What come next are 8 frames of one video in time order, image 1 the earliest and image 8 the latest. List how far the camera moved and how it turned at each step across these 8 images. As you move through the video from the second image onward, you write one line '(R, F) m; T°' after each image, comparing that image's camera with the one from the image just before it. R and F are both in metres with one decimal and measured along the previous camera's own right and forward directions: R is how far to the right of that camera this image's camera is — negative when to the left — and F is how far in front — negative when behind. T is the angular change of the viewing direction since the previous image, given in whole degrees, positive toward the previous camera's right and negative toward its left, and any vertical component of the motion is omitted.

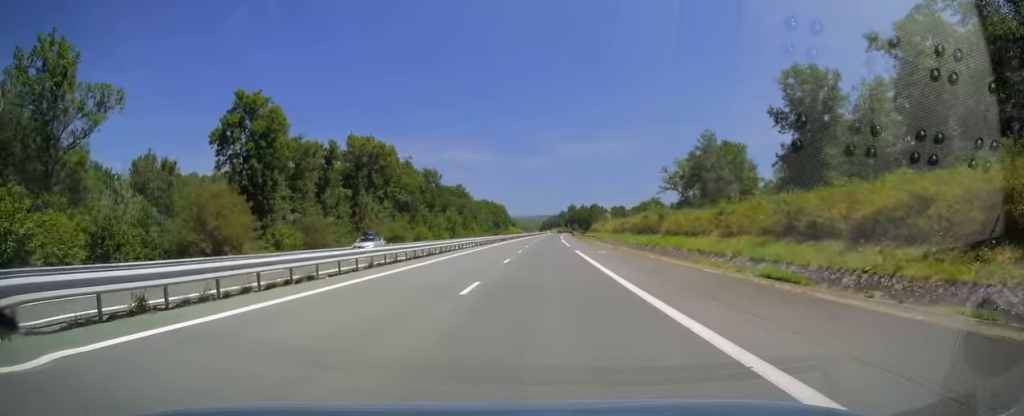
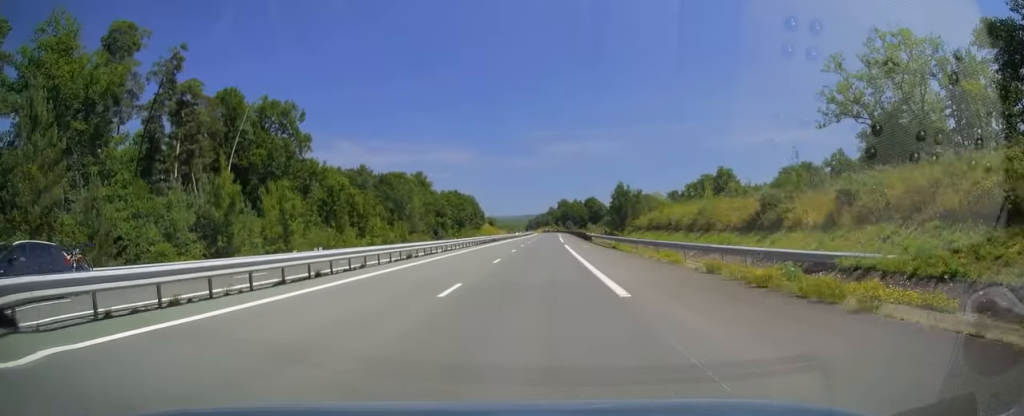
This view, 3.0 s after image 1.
(+1.5, +91.5) m; +1°
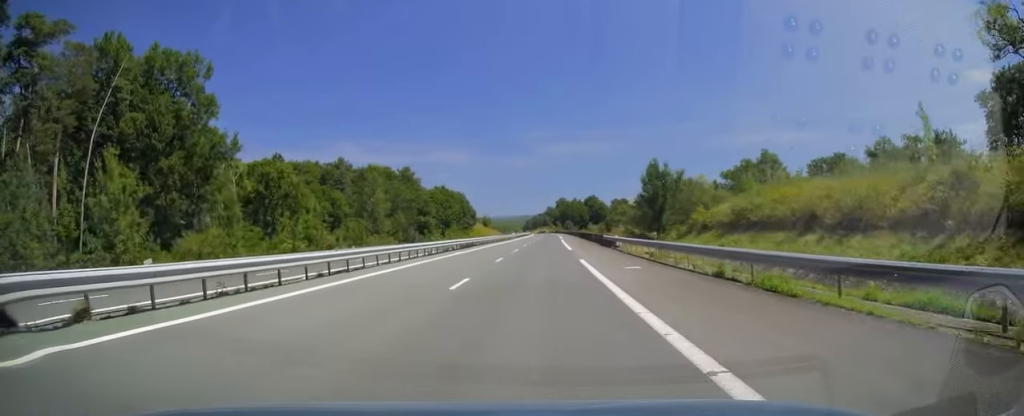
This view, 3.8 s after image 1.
(0.0, +24.2) m; 0°
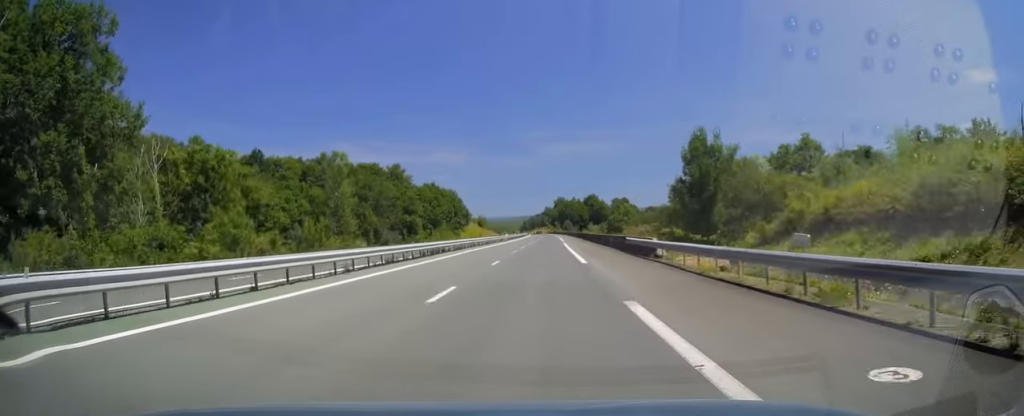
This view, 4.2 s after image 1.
(+0.1, +15.4) m; 0°
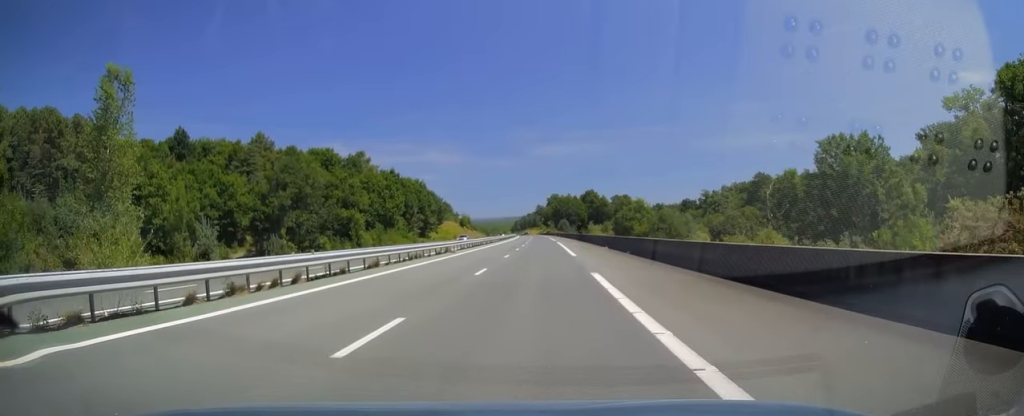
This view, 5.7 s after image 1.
(+0.3, +44.2) m; 0°
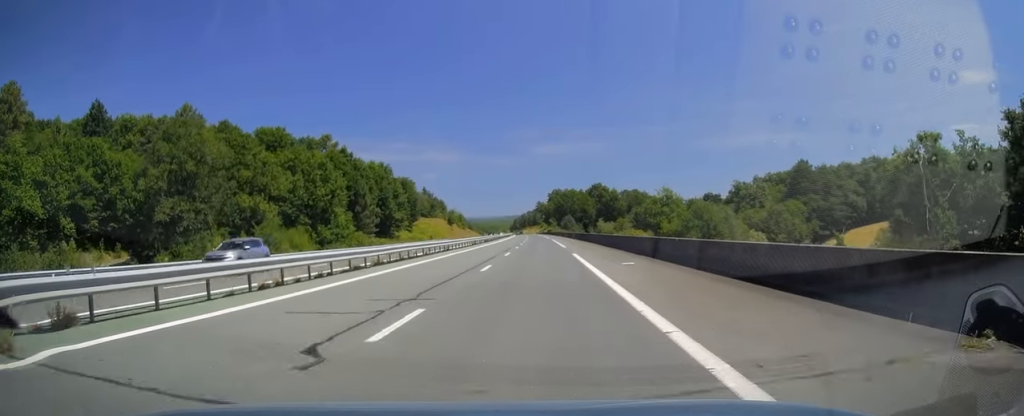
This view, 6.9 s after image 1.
(0.0, +38.2) m; 0°
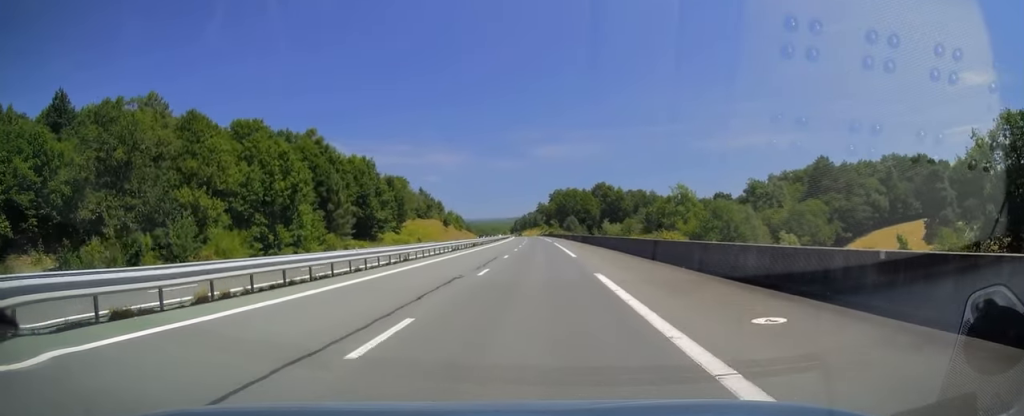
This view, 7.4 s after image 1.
(0.0, +14.0) m; 0°
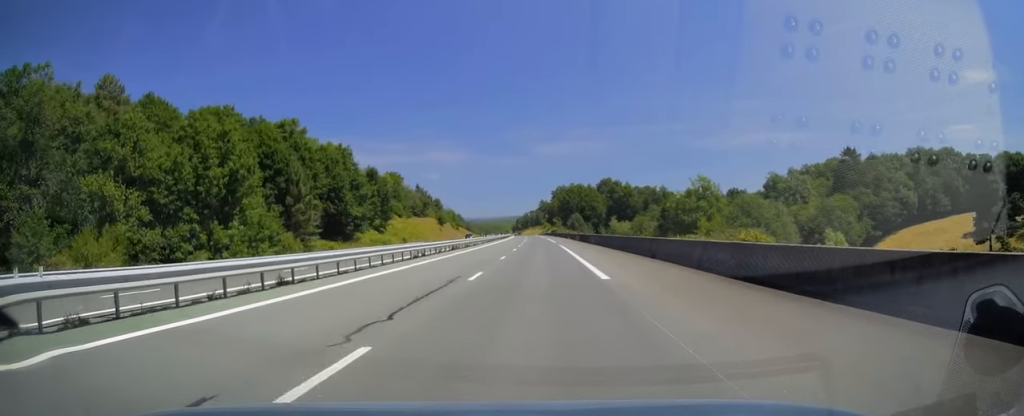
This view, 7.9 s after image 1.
(0.0, +15.5) m; 0°
